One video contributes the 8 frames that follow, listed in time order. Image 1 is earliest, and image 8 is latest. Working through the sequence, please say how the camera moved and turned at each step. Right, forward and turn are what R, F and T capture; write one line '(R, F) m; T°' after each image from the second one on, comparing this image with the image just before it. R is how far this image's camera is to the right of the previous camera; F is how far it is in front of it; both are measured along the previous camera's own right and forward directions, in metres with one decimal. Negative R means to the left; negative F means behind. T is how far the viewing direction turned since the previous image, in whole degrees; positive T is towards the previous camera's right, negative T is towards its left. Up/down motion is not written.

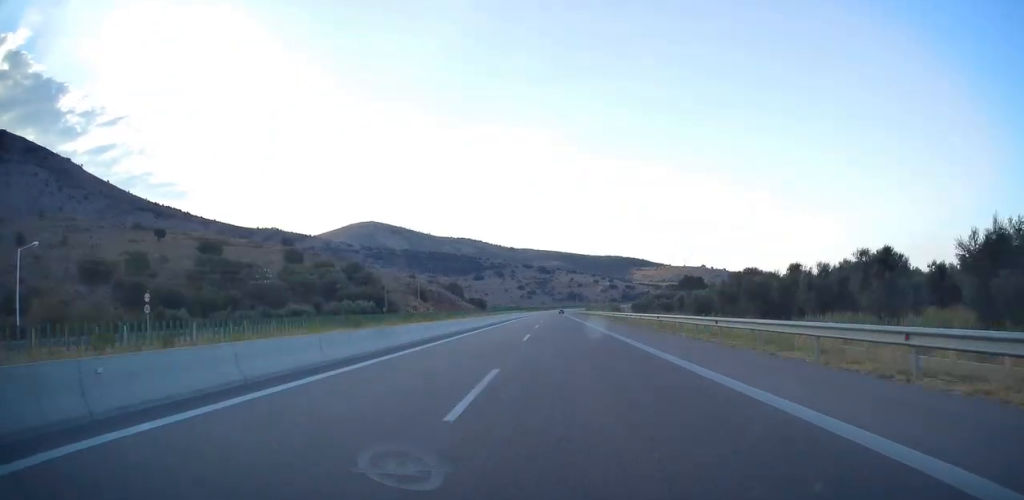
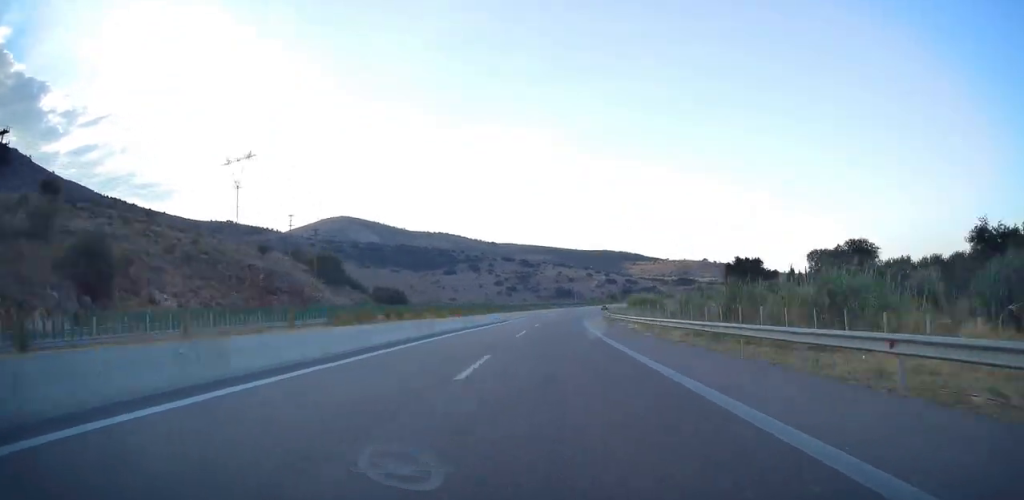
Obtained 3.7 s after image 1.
(-8.3, +156.0) m; +5°
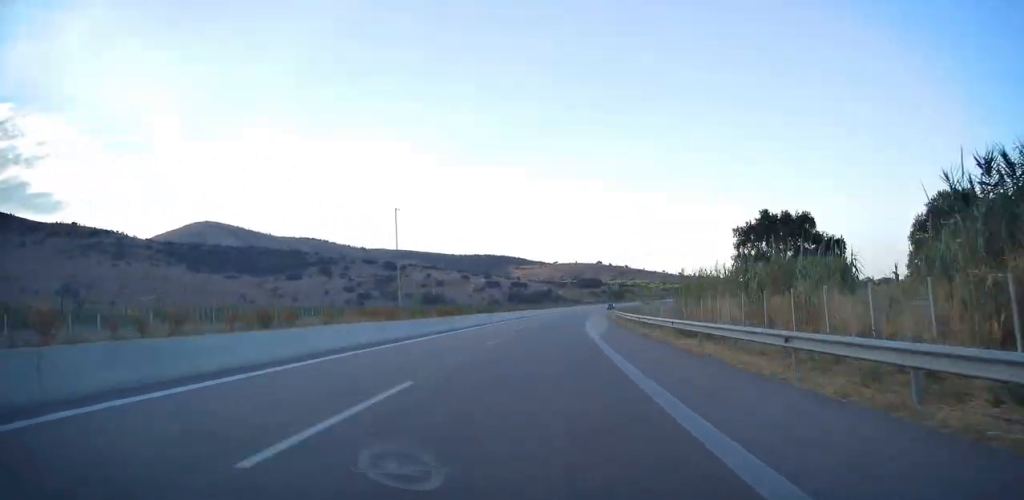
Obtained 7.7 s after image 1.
(+23.8, +166.9) m; +8°
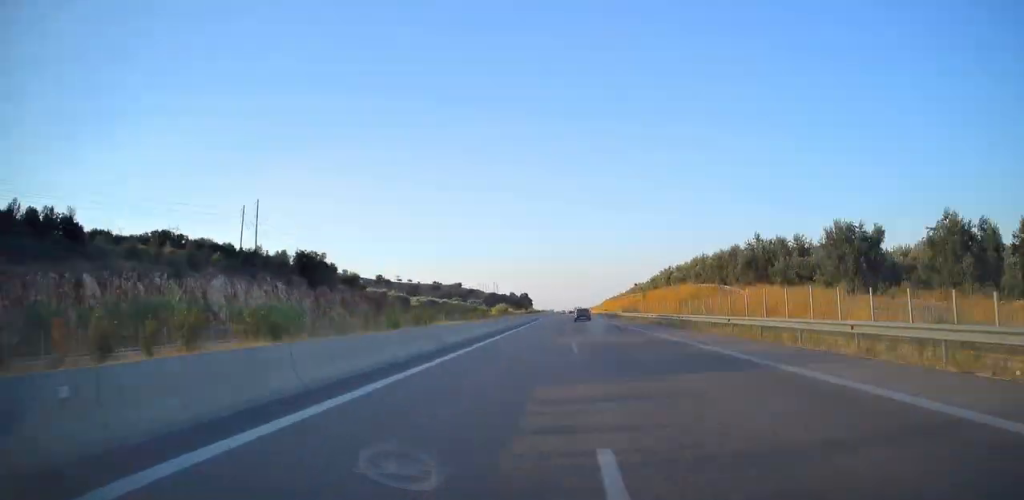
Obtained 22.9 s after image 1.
(+132.3, +629.6) m; +16°
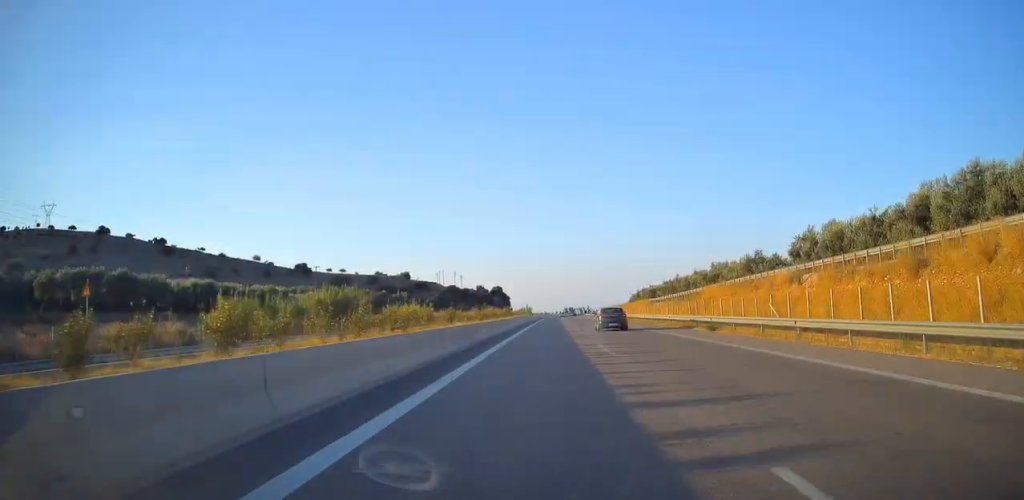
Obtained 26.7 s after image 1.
(-0.2, +160.6) m; 0°
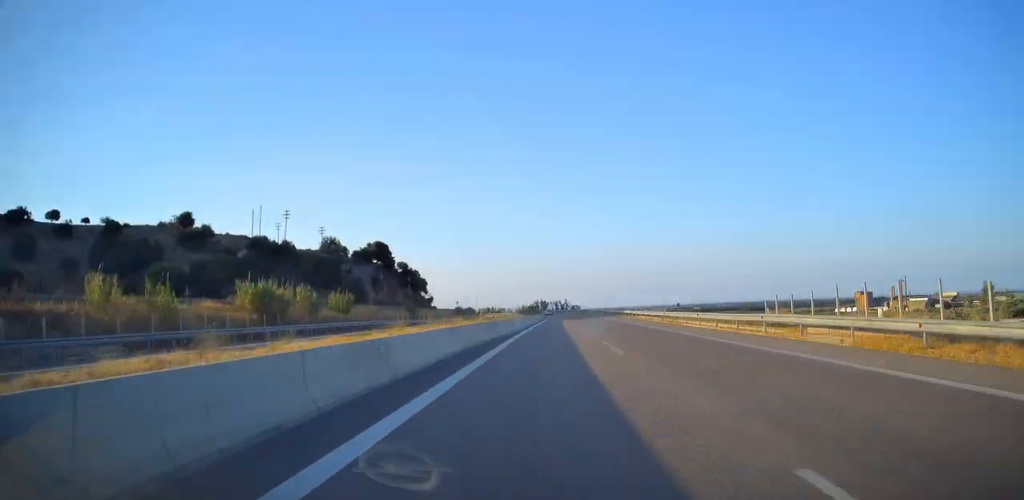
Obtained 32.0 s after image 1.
(+1.3, +229.7) m; -6°
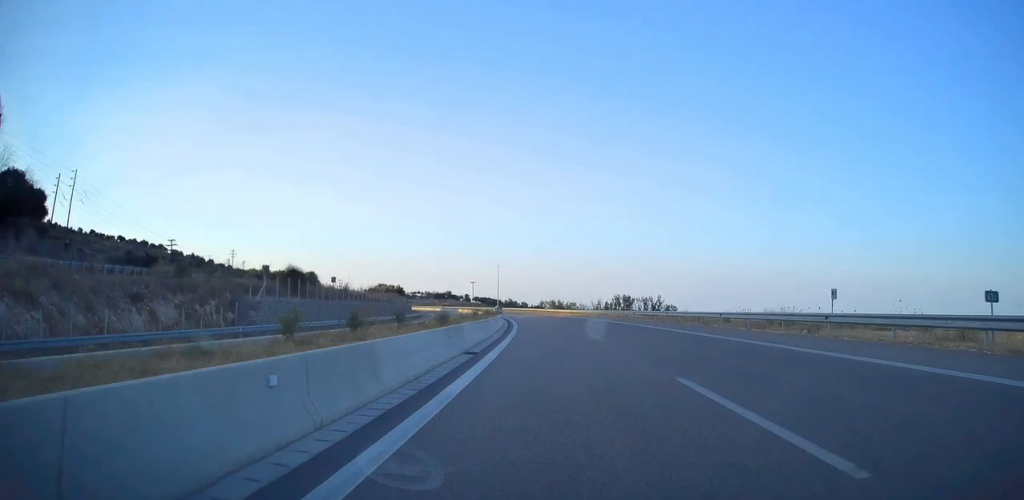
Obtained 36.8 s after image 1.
(-0.3, +203.6) m; -8°
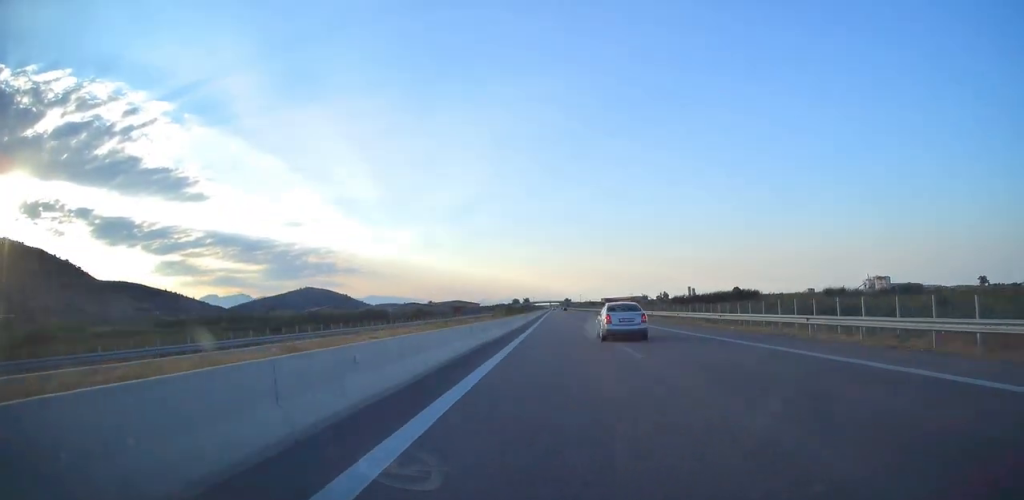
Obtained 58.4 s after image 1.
(-337.6, +860.0) m; -28°
